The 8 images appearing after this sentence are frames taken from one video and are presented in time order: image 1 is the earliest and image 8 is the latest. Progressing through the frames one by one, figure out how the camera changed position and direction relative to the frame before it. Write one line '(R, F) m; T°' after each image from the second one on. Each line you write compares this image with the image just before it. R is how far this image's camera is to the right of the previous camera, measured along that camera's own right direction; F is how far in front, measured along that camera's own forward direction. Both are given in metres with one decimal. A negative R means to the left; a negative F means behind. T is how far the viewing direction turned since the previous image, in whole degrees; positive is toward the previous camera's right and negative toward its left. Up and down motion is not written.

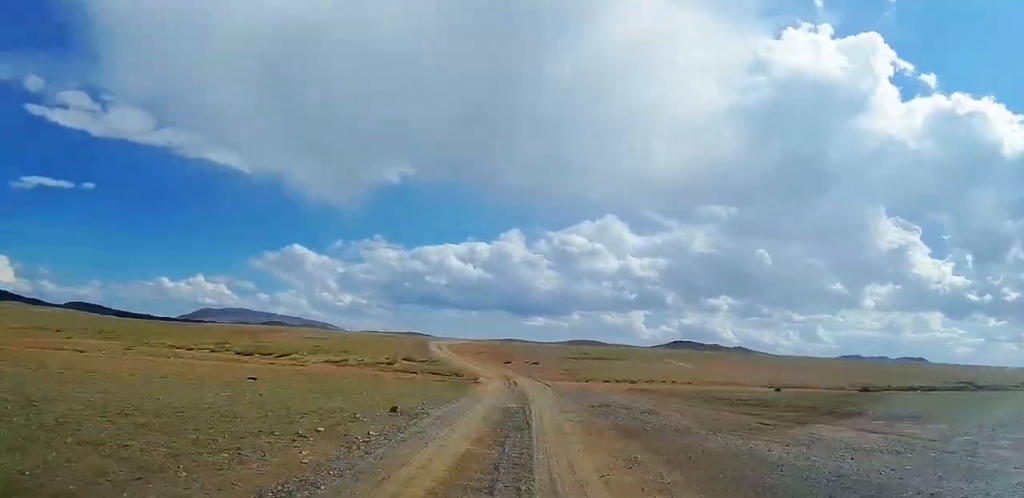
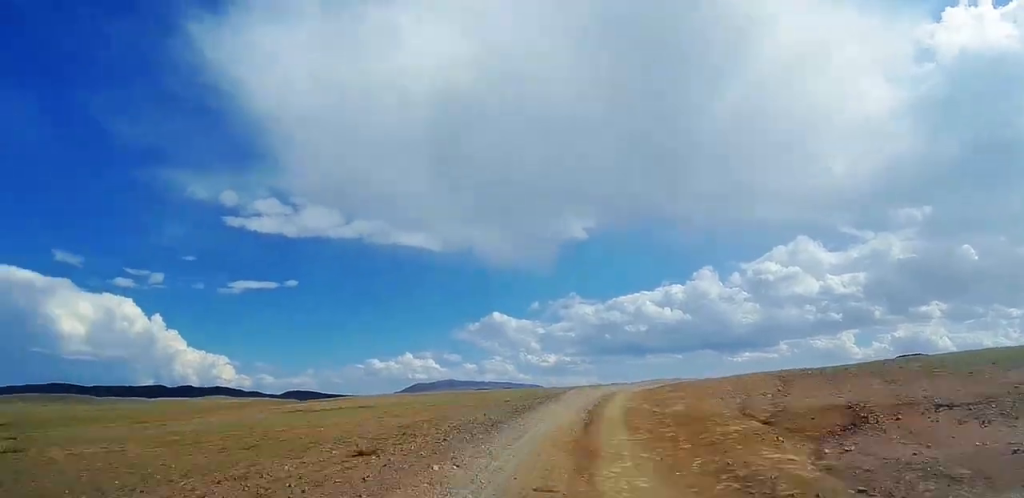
(-3.1, +60.5) m; +4°
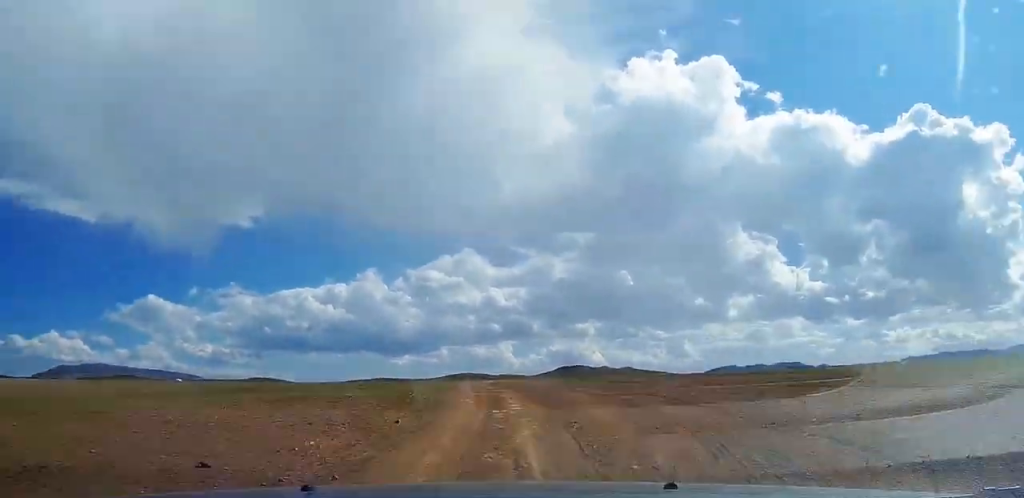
(+10.7, +87.1) m; +13°
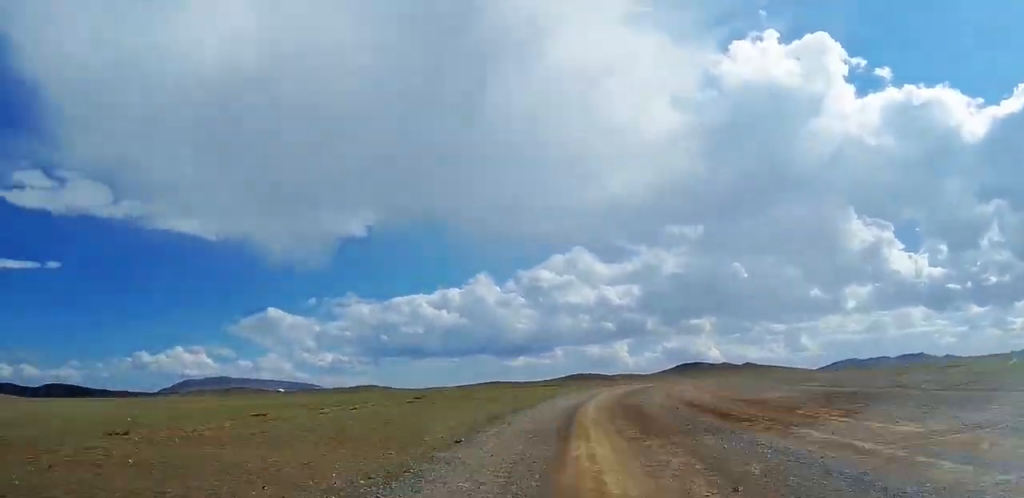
(+4.8, +45.7) m; -1°
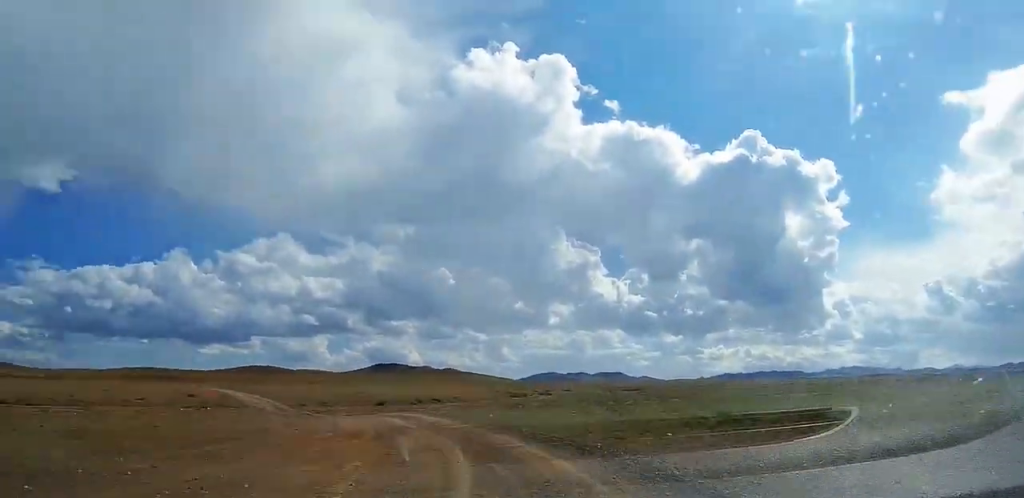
(-1.0, +93.7) m; -11°
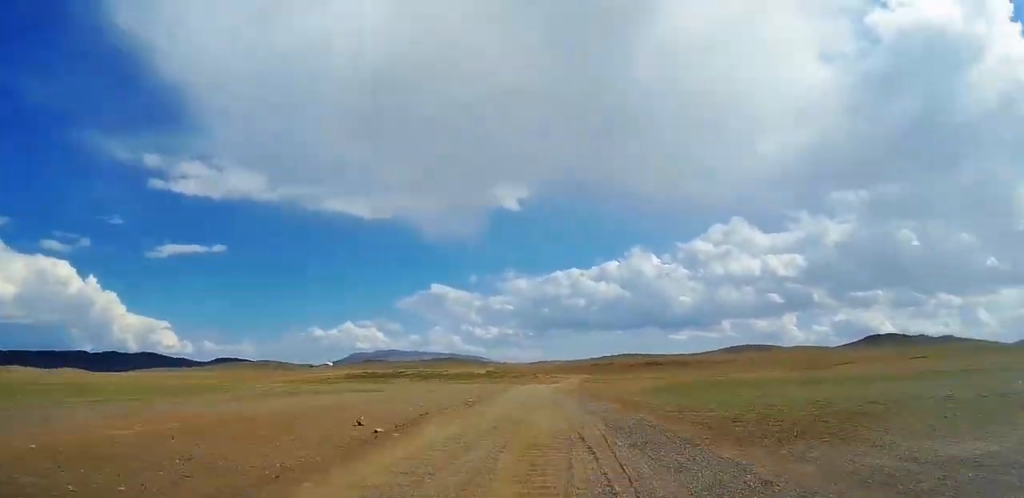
(-29.7, +132.8) m; -15°
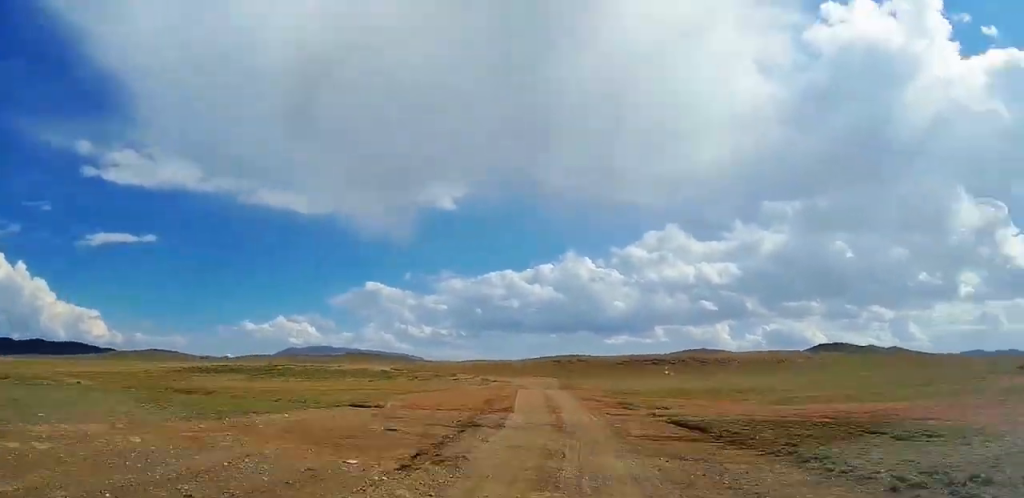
(+1.2, +55.2) m; -4°
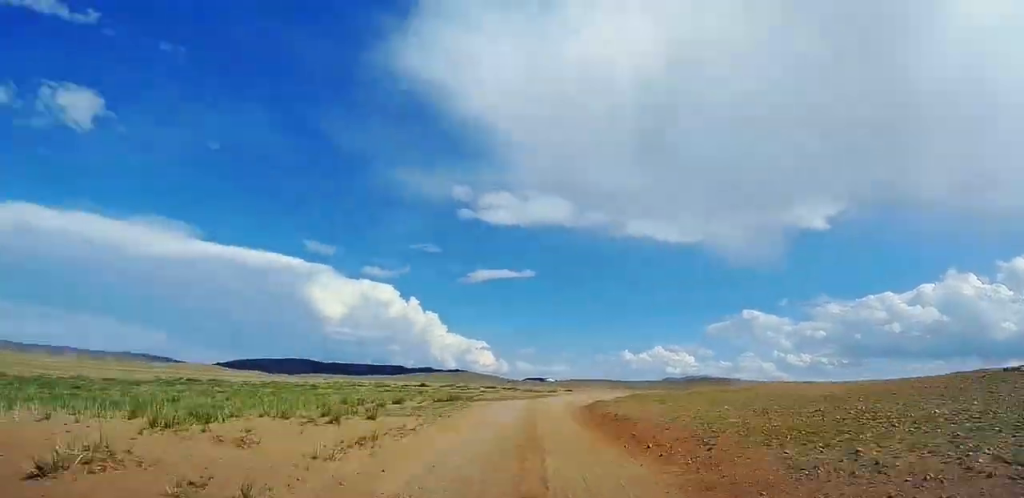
(-8.1, +89.8) m; -2°
